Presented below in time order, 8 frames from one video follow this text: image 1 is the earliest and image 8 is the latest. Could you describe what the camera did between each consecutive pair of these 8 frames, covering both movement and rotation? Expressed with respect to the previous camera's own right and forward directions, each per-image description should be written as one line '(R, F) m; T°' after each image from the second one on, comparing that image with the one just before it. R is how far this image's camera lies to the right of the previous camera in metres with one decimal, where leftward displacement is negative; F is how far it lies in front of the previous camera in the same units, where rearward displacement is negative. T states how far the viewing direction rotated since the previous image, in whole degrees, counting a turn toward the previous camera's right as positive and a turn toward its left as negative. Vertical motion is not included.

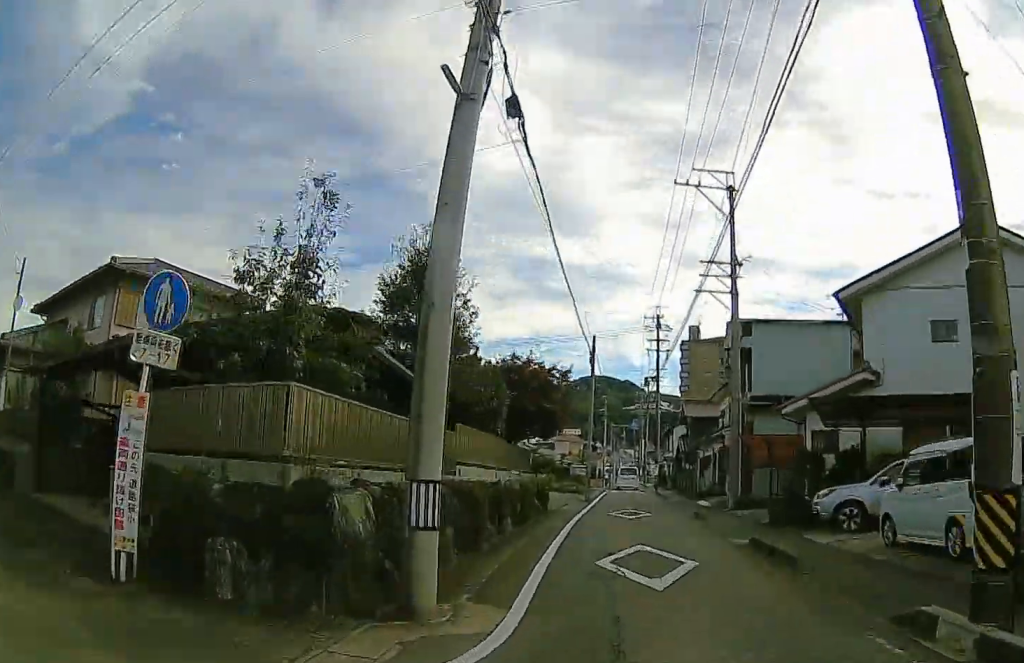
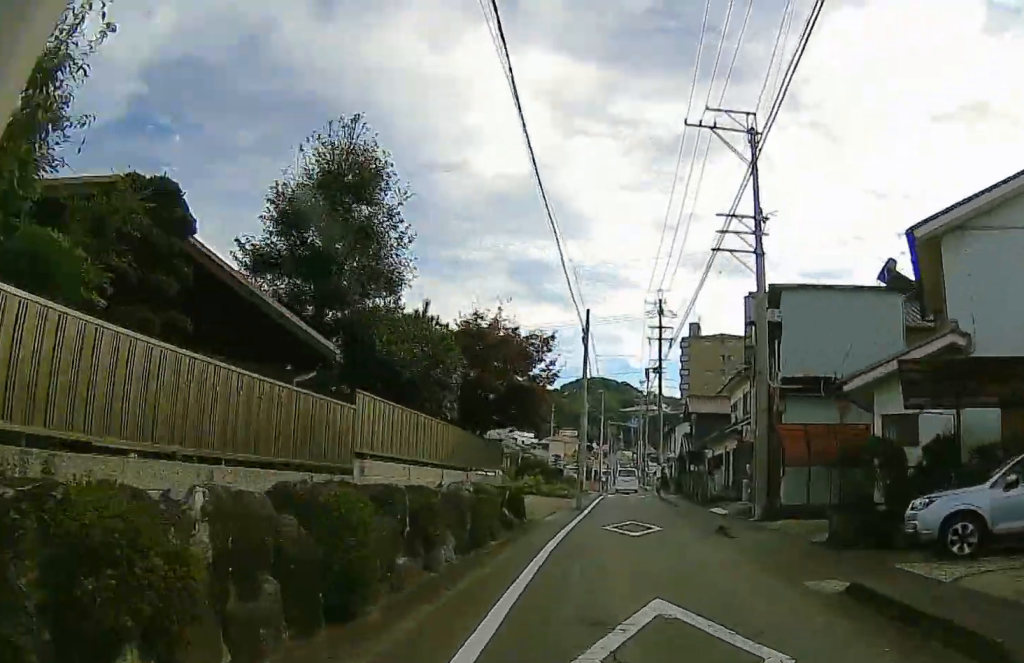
(0.0, +5.6) m; +2°
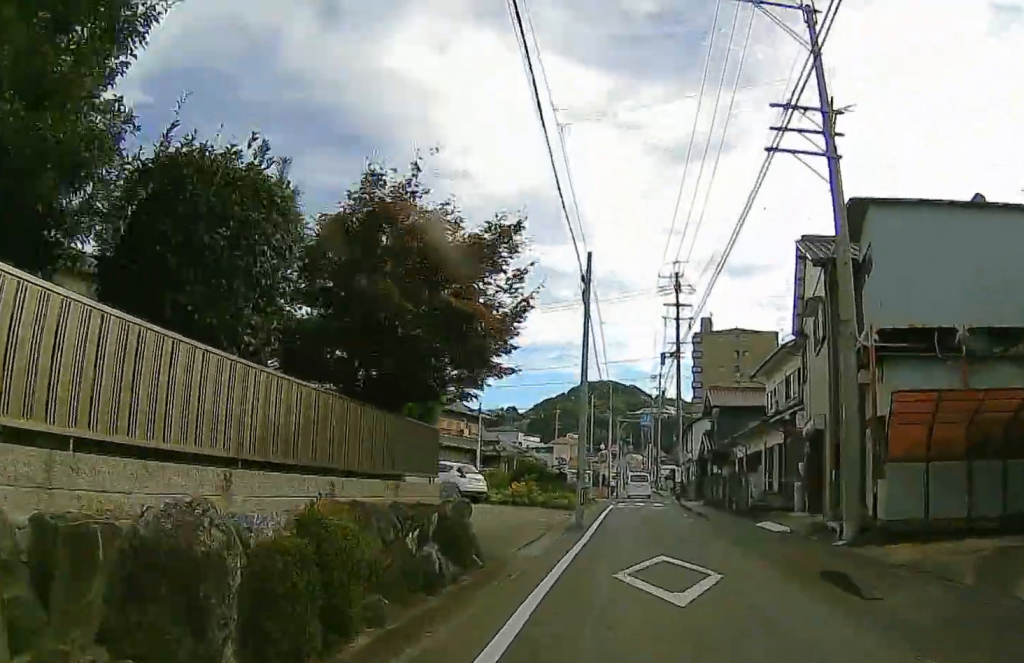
(+0.7, +8.1) m; +1°
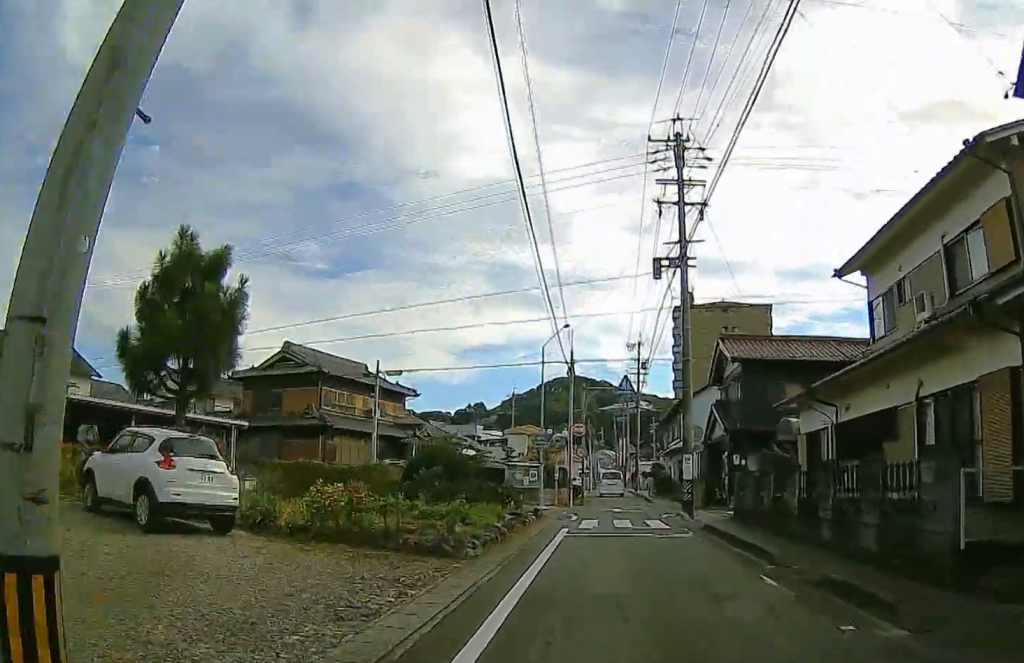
(-0.5, +19.7) m; 0°
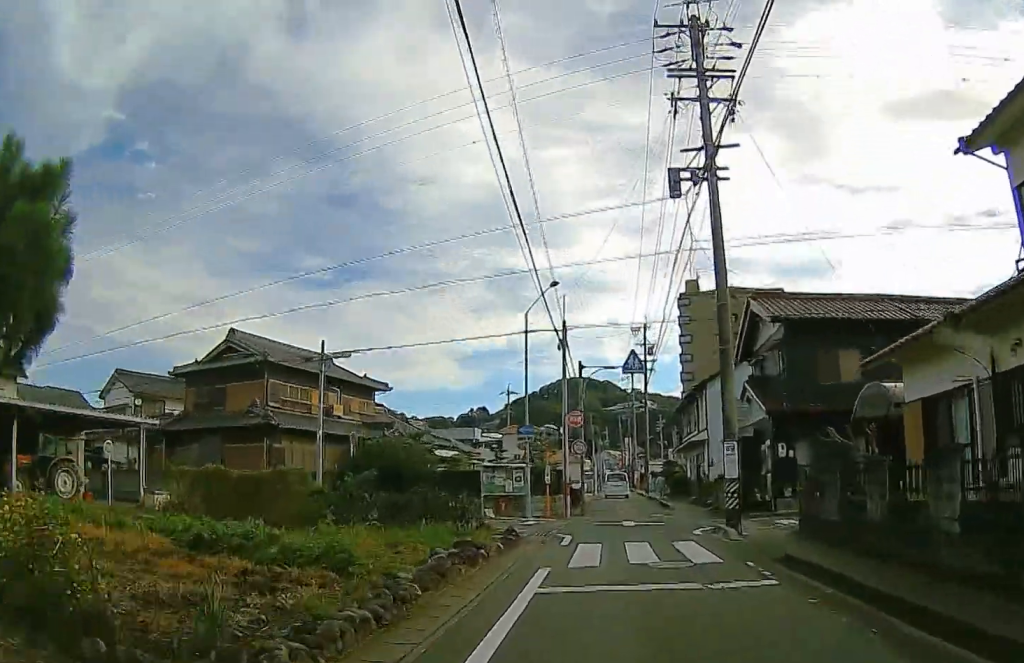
(+0.2, +8.7) m; +1°
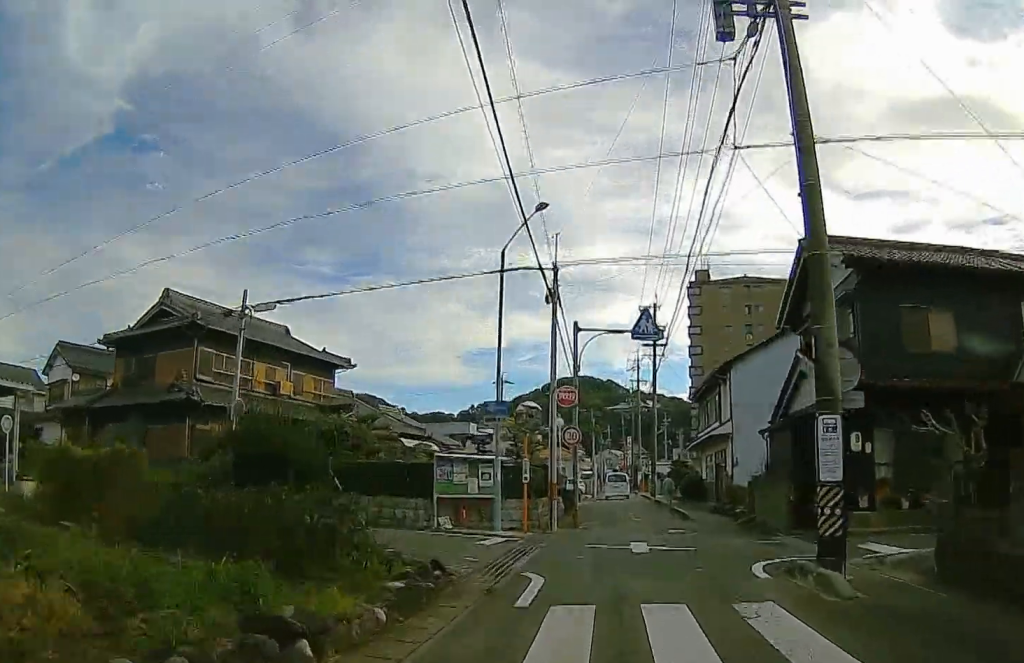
(0.0, +8.1) m; -1°
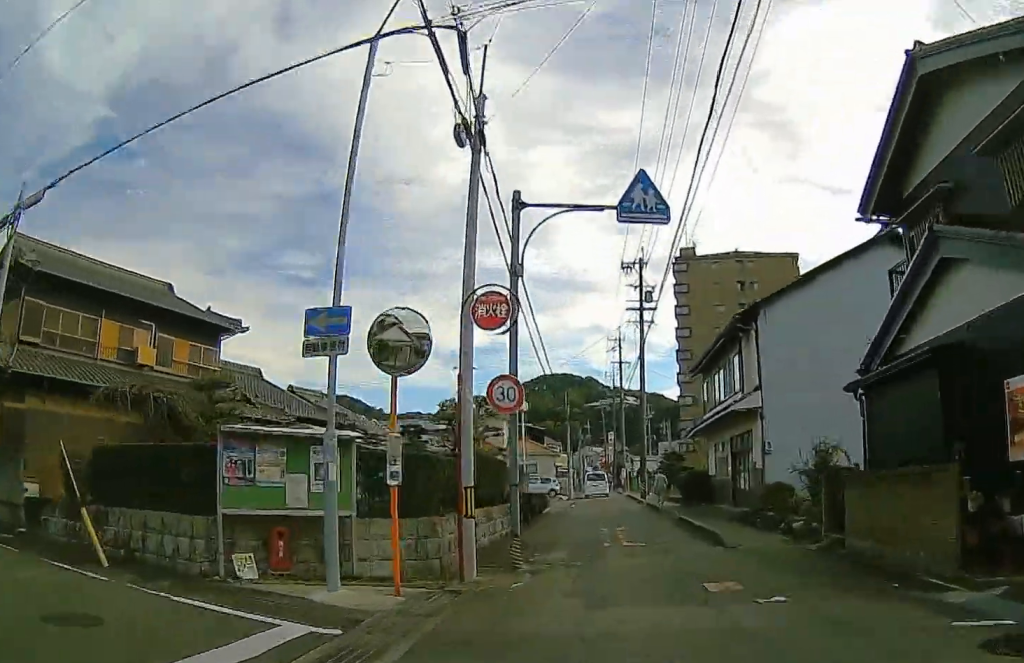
(-0.3, +11.0) m; -2°
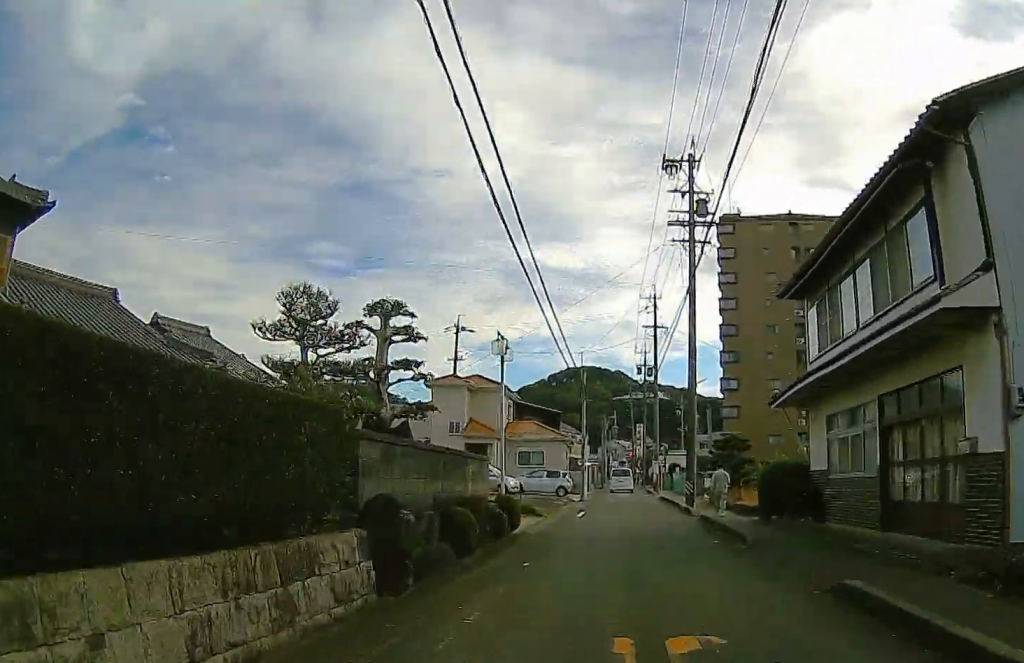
(-0.2, +13.8) m; -2°
